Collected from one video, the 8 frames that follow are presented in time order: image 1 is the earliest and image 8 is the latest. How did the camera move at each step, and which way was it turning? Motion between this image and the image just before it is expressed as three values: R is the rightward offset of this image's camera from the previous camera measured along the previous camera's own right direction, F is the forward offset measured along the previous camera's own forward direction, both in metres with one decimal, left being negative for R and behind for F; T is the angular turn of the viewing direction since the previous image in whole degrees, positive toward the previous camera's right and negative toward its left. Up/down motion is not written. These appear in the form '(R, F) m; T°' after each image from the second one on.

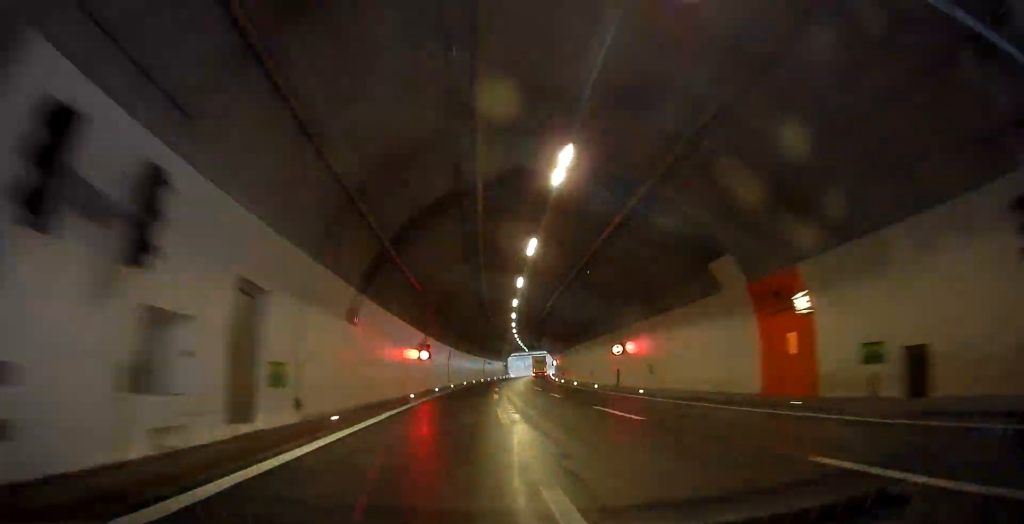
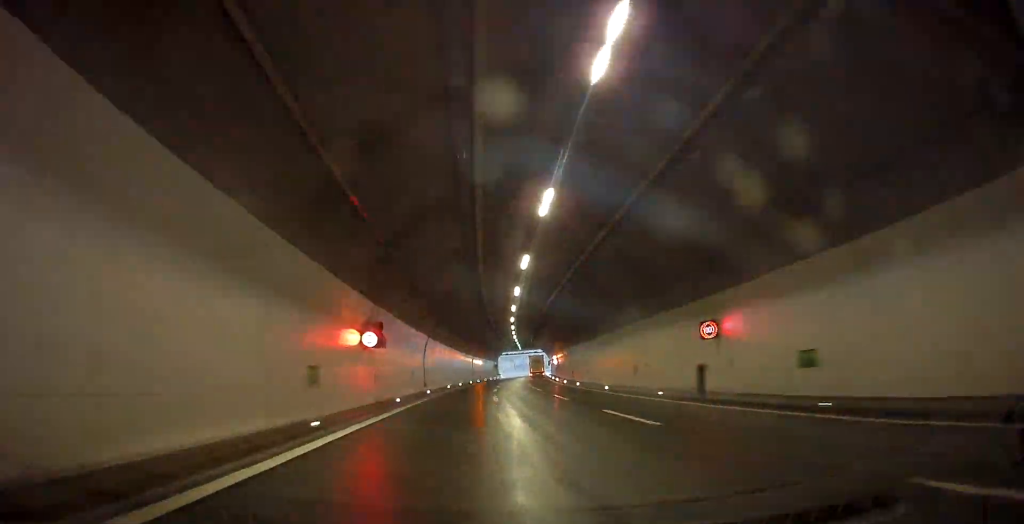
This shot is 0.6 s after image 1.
(+0.1, +15.9) m; 0°
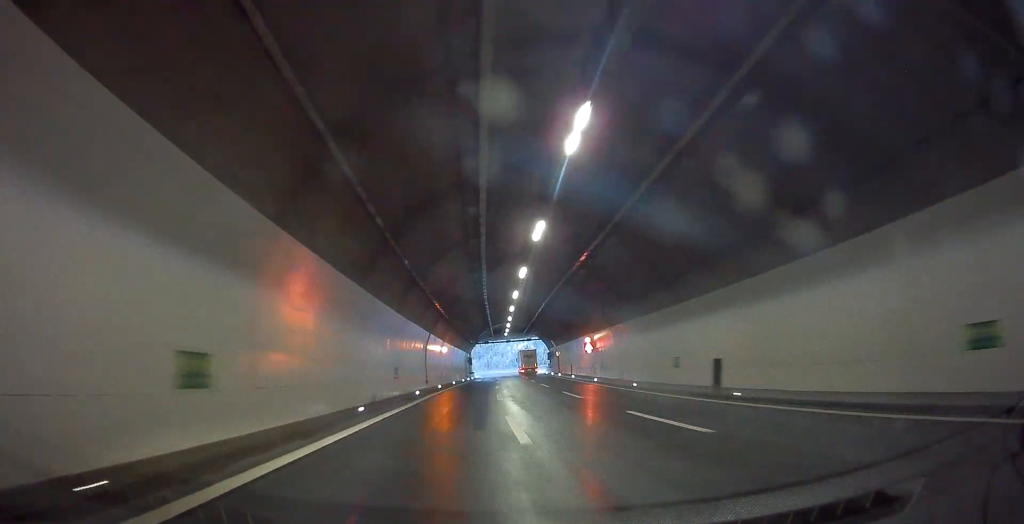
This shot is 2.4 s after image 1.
(0.0, +47.3) m; 0°
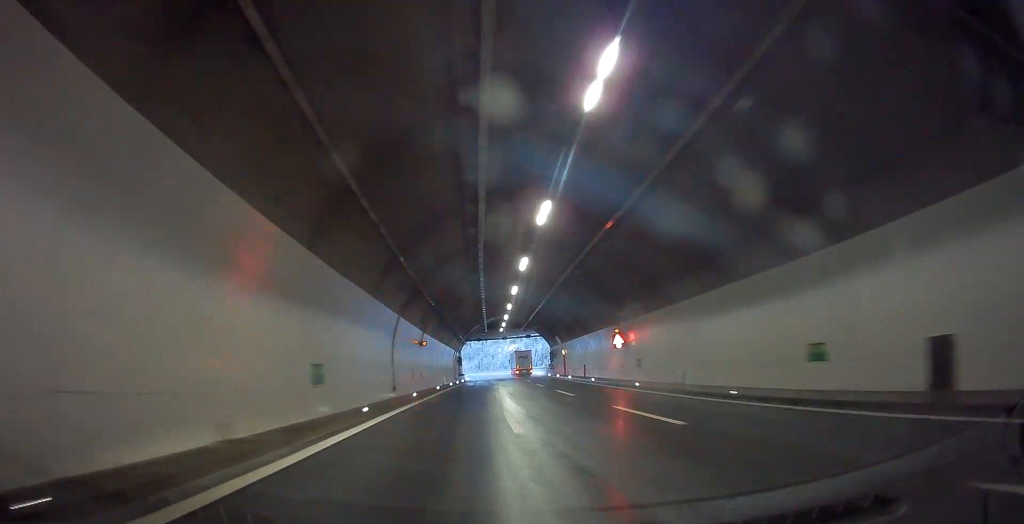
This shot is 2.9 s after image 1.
(0.0, +13.9) m; 0°
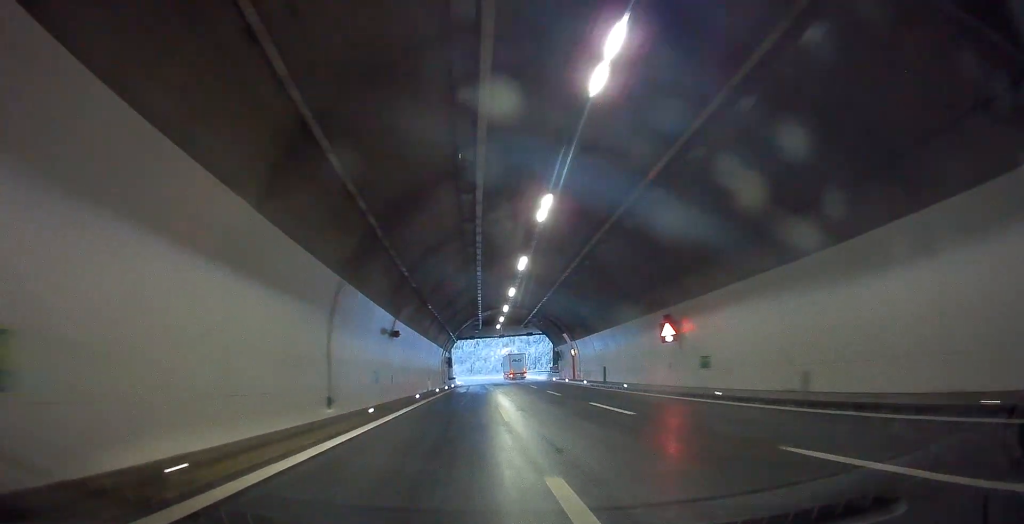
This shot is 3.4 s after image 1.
(0.0, +11.3) m; 0°
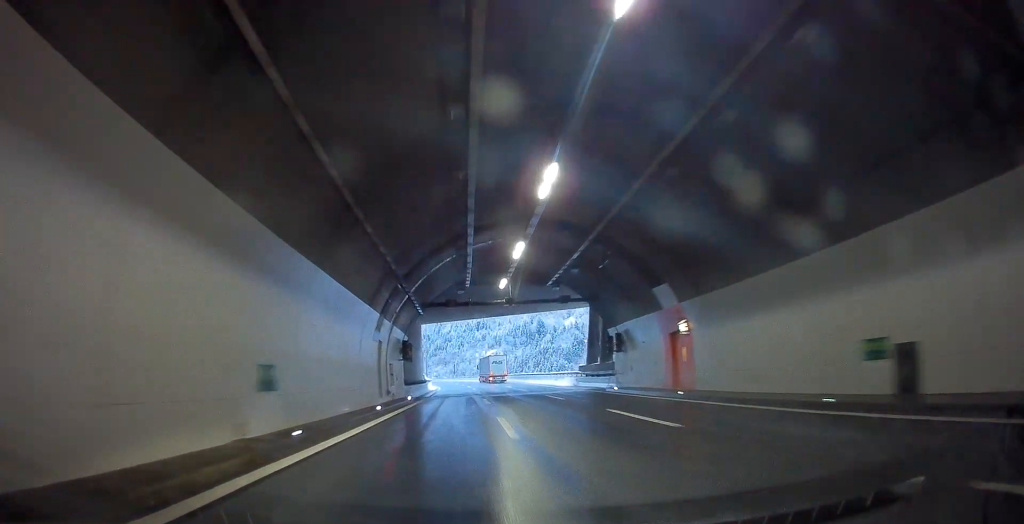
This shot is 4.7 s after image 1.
(0.0, +35.6) m; 0°
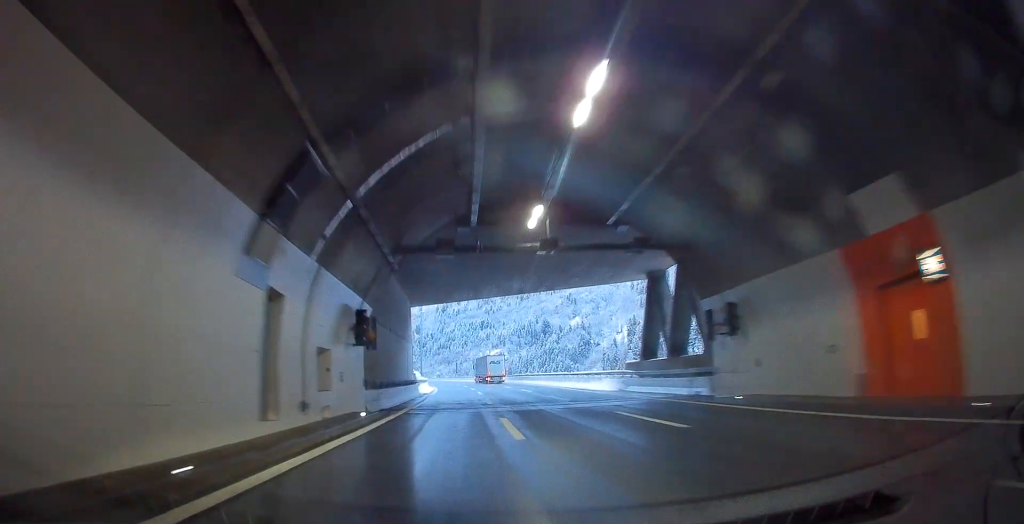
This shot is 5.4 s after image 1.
(0.0, +16.4) m; 0°
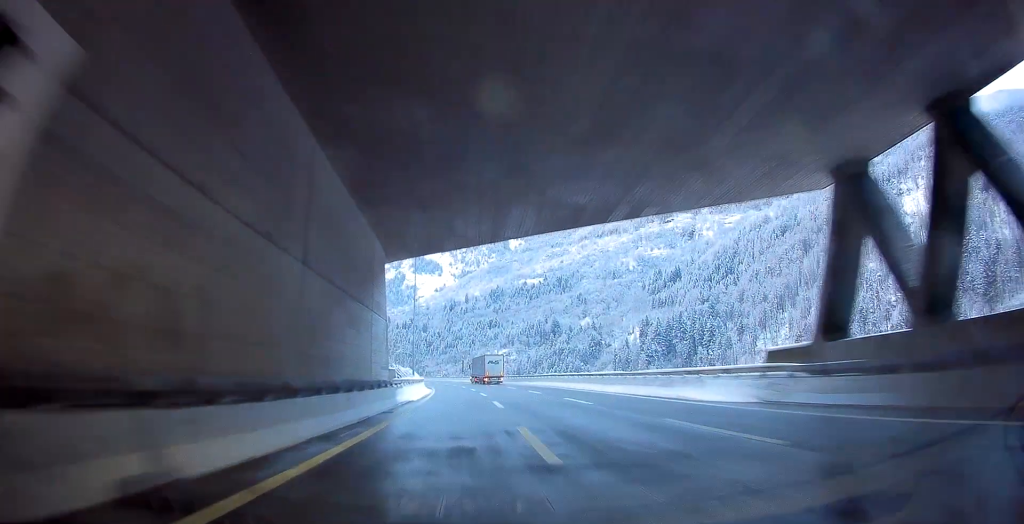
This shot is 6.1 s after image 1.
(0.0, +19.0) m; 0°
